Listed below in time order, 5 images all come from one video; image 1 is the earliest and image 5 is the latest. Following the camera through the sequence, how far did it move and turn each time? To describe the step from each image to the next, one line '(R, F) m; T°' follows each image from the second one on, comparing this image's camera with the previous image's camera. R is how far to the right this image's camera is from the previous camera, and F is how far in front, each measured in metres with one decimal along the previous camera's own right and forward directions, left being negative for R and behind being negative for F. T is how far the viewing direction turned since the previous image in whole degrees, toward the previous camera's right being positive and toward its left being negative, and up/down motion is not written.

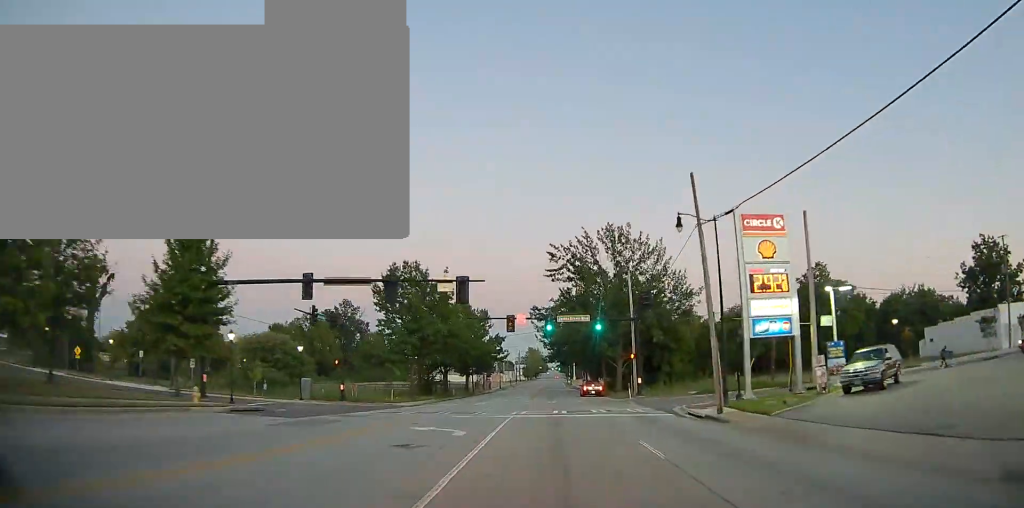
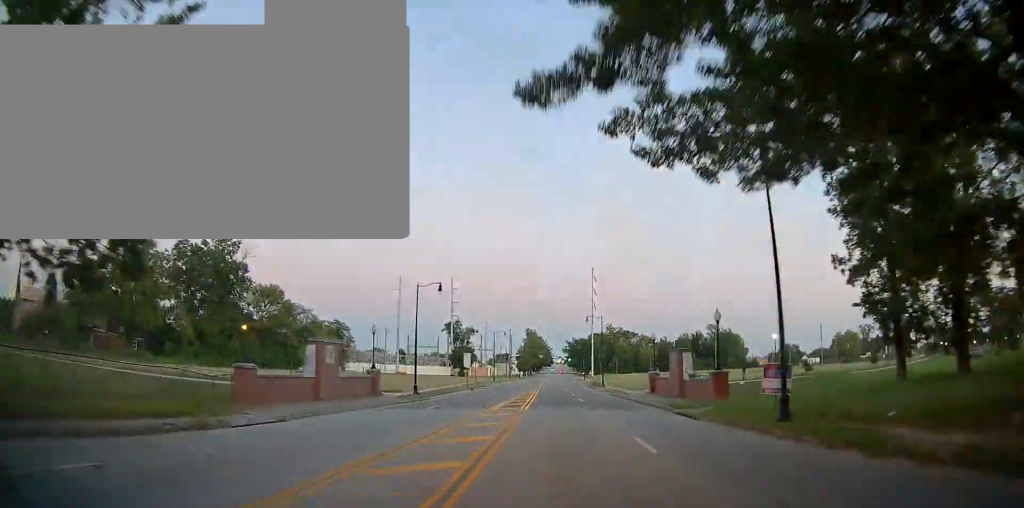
(-0.8, +83.3) m; -1°
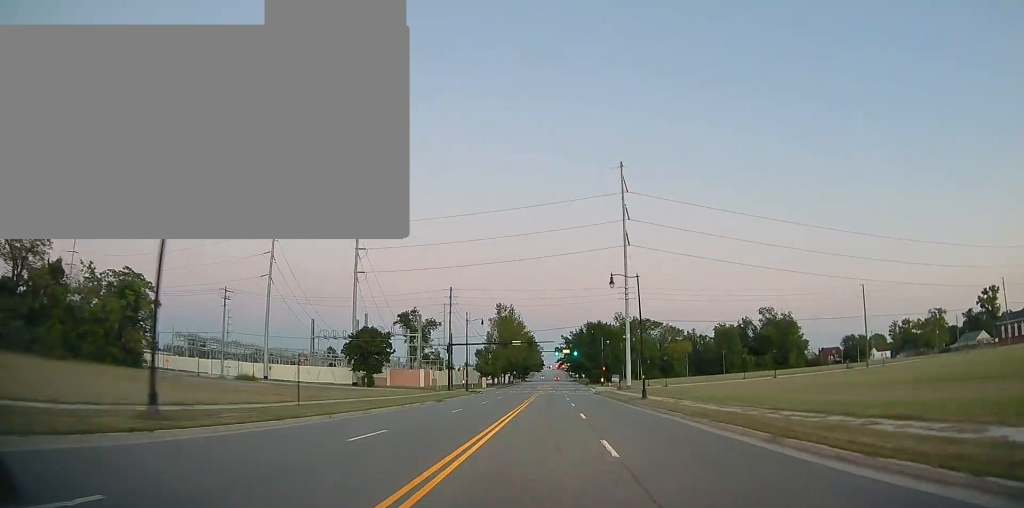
(+1.3, +88.1) m; +2°
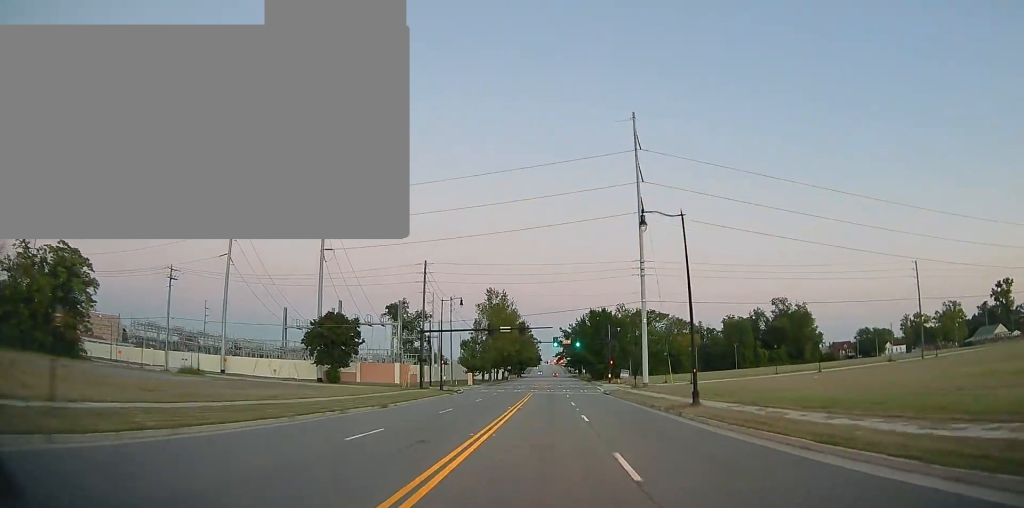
(0.0, +14.9) m; 0°
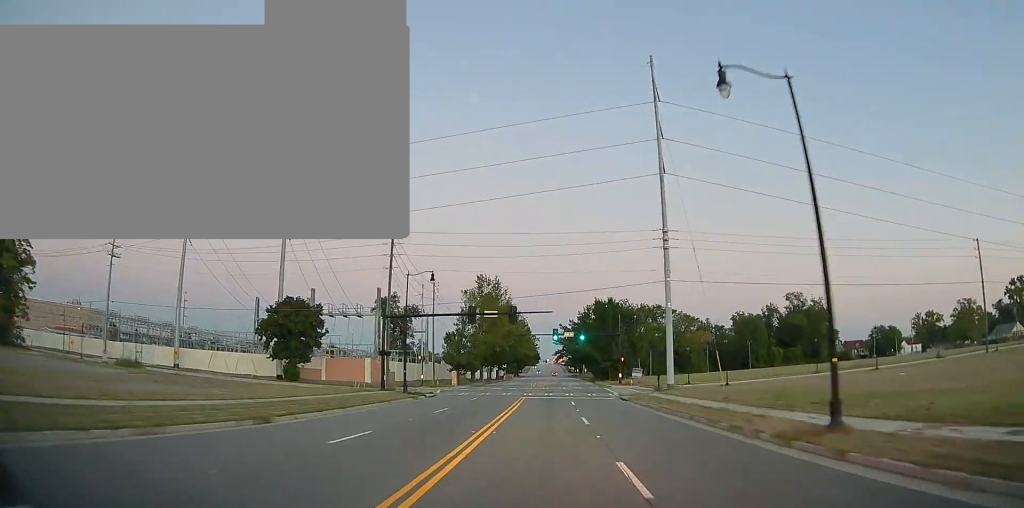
(0.0, +13.2) m; 0°
